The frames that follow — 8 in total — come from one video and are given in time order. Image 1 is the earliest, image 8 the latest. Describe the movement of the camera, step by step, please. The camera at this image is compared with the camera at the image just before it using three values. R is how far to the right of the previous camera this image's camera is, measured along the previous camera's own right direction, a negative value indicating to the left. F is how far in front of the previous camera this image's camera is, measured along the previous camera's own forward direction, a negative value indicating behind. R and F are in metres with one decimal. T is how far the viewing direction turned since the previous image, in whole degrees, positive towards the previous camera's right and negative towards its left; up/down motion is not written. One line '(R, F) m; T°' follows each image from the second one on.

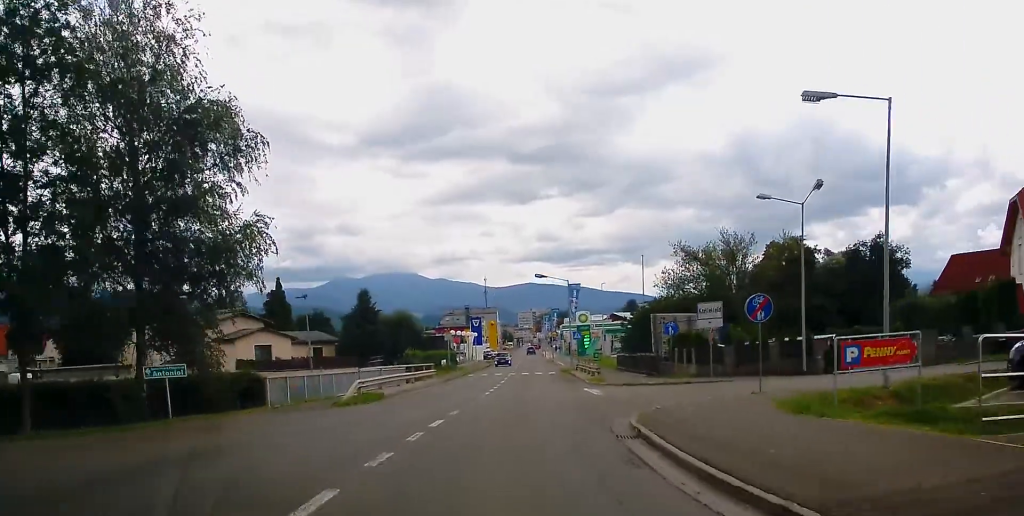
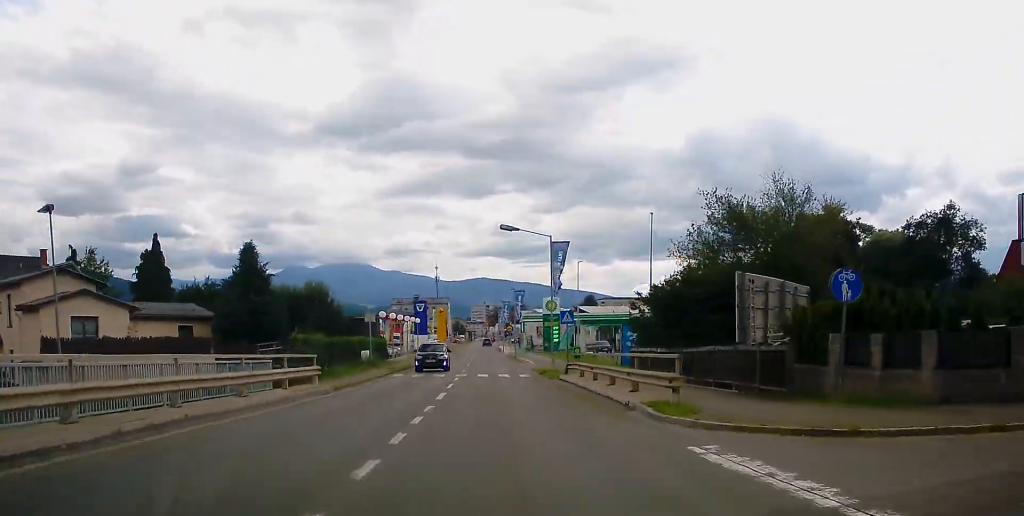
(+0.8, +21.6) m; +4°
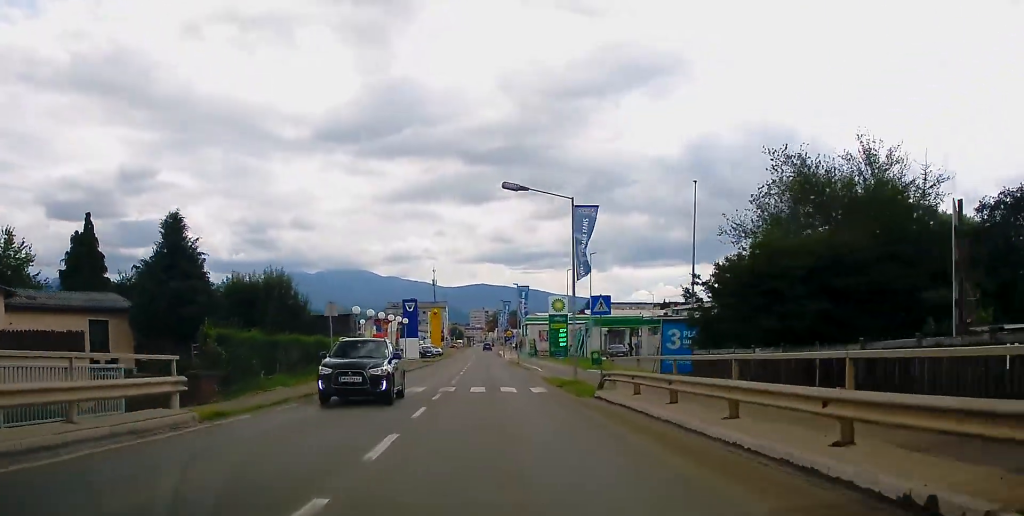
(+0.2, +11.5) m; +1°
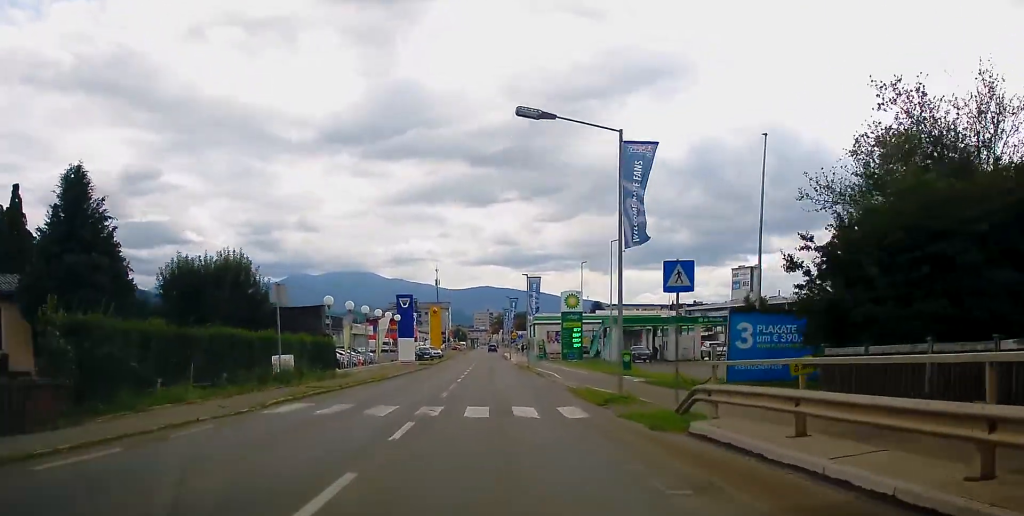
(0.0, +9.9) m; -1°
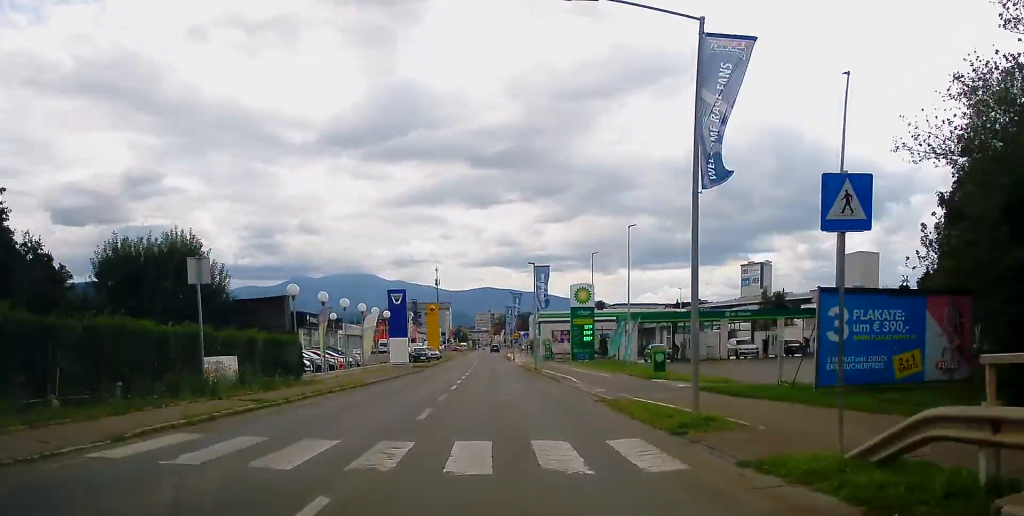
(0.0, +7.5) m; -1°
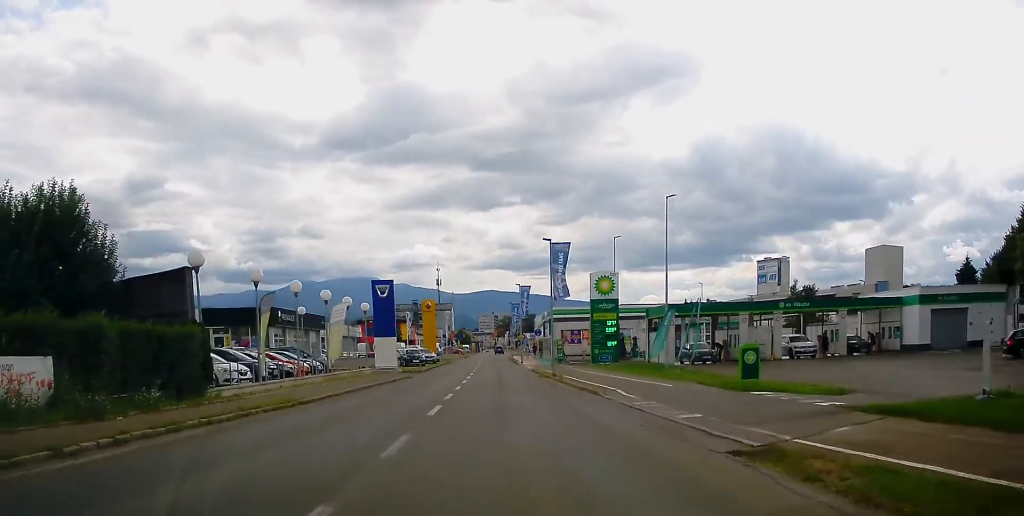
(-0.1, +11.3) m; +1°
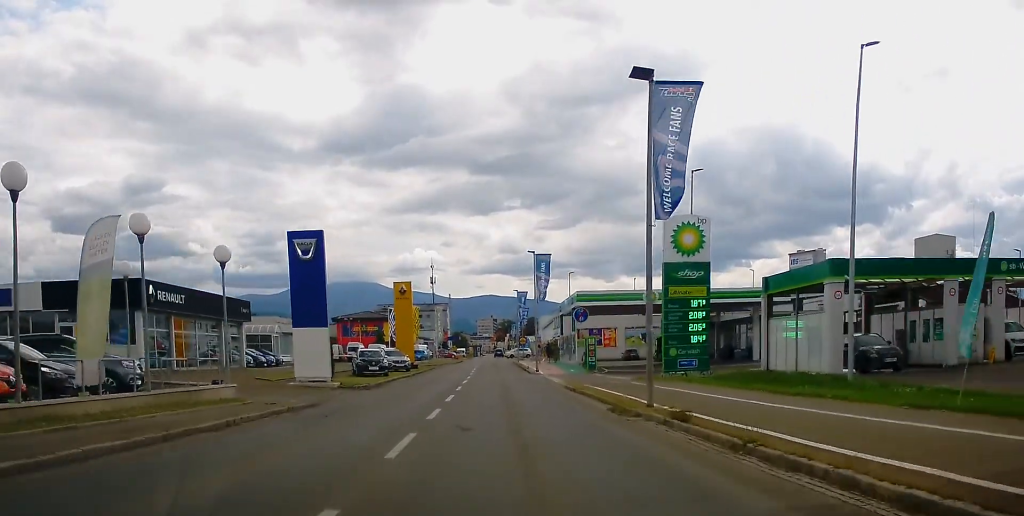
(+0.4, +24.5) m; 0°
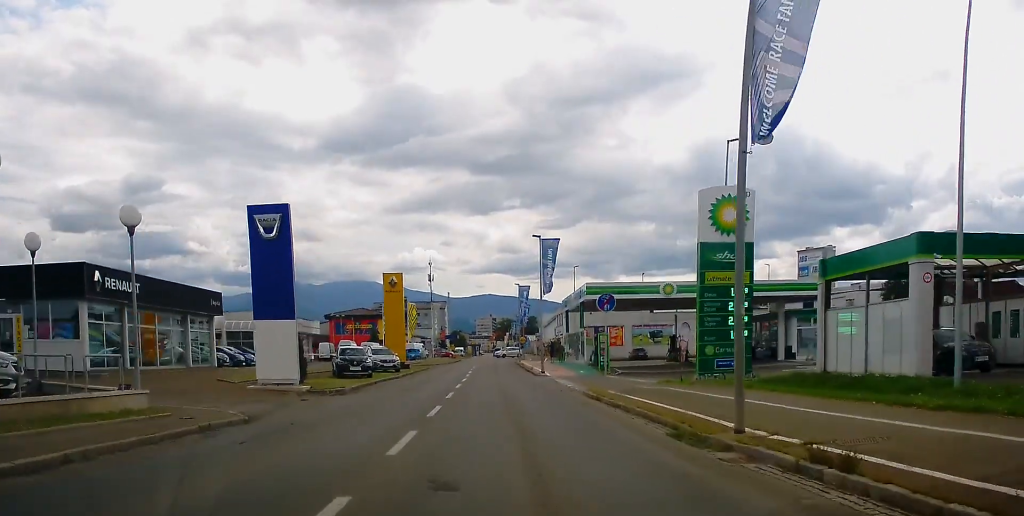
(-0.1, +5.8) m; 0°
